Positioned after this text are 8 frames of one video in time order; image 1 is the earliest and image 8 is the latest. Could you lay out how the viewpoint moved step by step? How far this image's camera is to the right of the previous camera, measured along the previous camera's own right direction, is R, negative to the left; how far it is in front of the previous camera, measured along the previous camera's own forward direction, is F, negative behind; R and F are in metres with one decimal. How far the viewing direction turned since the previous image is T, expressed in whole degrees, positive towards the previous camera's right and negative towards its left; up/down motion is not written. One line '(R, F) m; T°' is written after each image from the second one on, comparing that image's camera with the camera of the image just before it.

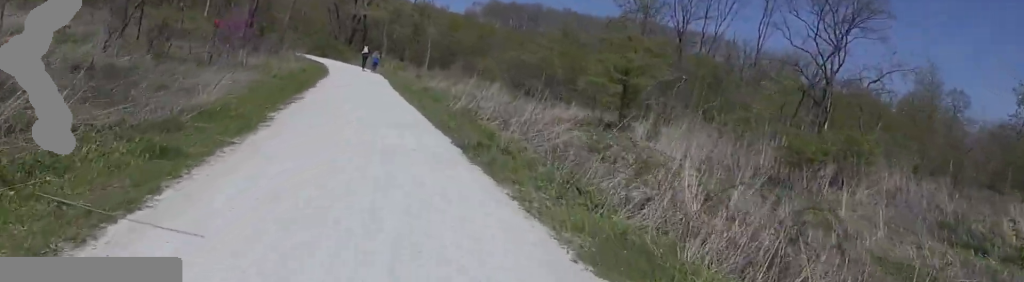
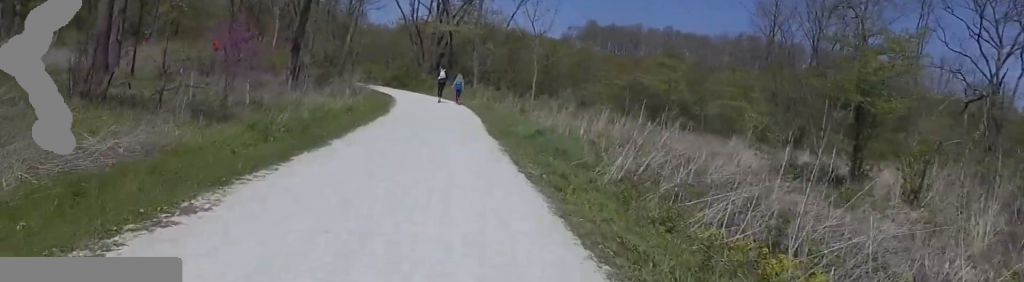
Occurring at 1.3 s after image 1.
(-1.1, +10.2) m; -5°
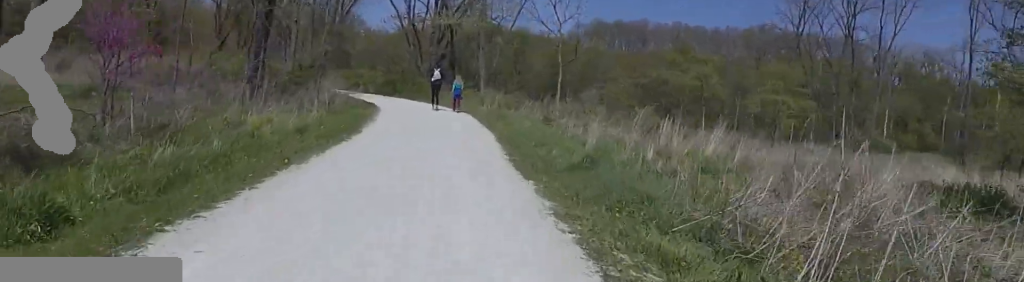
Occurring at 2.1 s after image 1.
(+0.2, +6.1) m; -1°
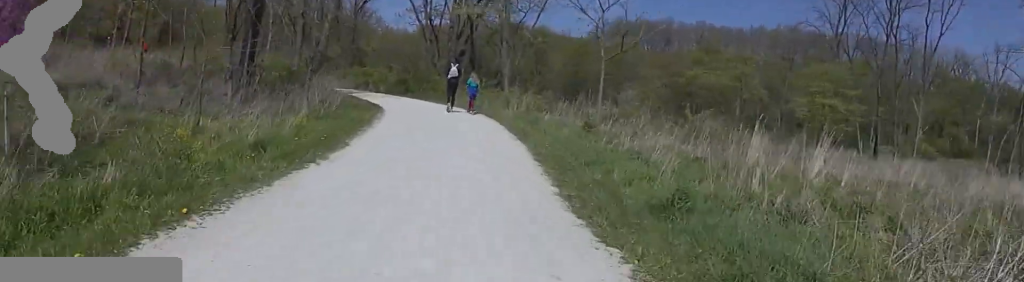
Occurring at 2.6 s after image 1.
(-0.1, +3.6) m; -4°
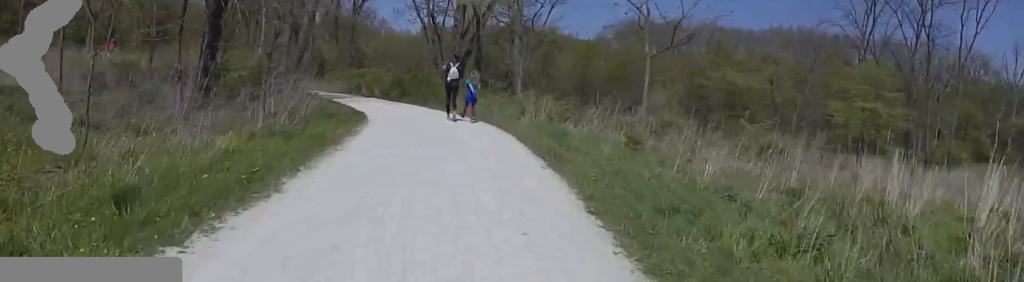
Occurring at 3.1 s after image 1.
(0.0, +3.8) m; -4°
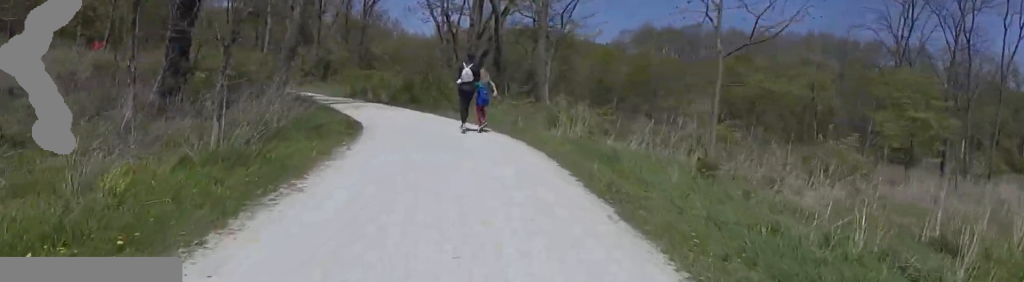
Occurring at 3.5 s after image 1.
(-0.2, +2.8) m; -3°
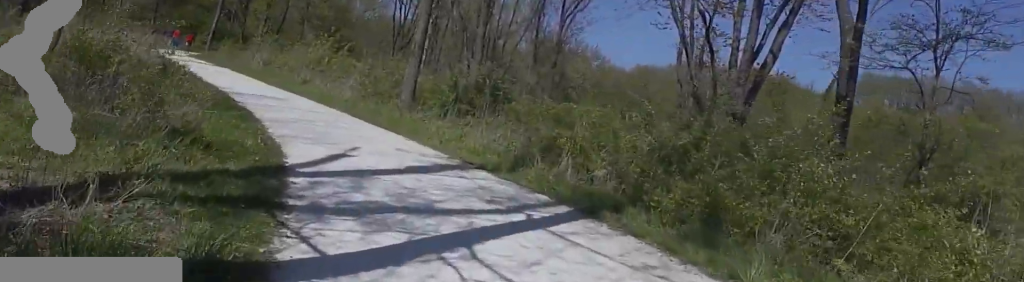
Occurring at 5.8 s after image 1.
(-2.3, +14.1) m; -18°
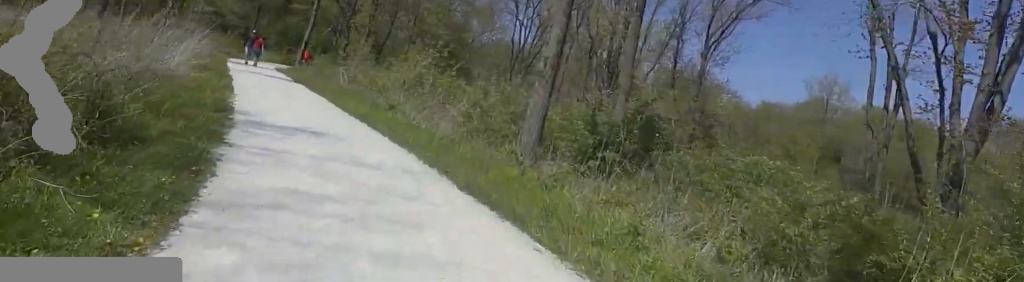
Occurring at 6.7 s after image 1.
(-0.1, +5.6) m; -9°
